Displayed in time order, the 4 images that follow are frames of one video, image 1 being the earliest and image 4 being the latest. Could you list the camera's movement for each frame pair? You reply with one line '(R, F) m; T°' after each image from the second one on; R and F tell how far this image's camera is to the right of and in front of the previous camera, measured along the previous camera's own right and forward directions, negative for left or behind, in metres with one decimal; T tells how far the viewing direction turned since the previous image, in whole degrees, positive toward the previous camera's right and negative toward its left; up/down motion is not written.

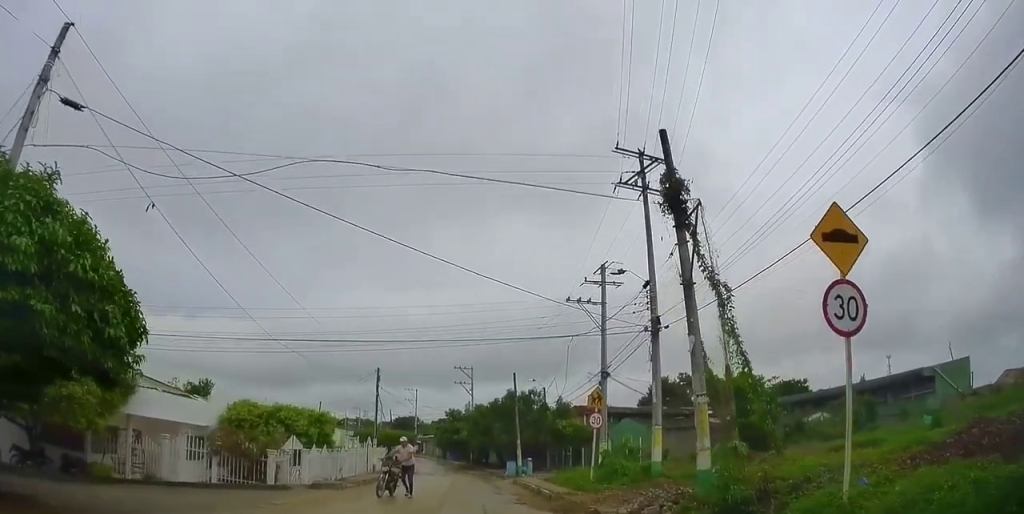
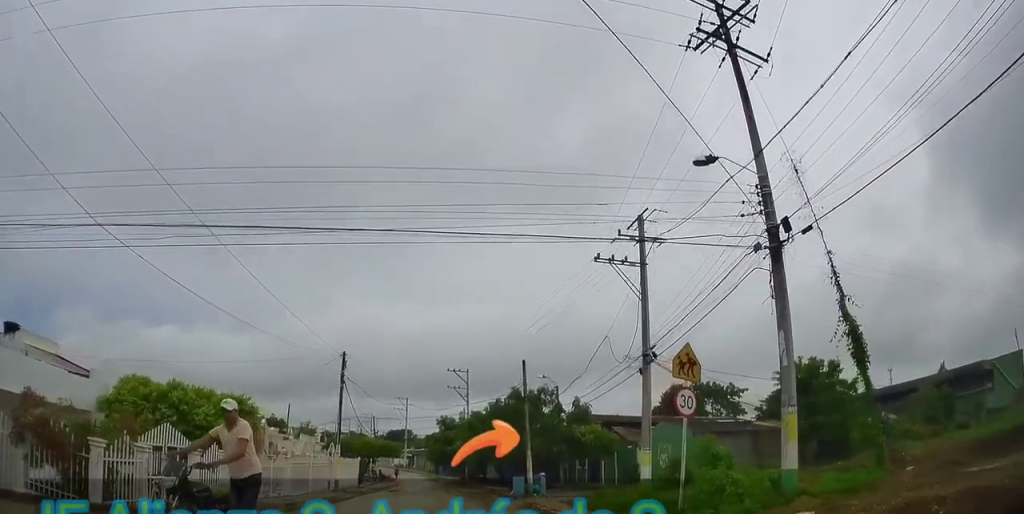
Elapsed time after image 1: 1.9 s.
(-0.7, +7.3) m; -9°
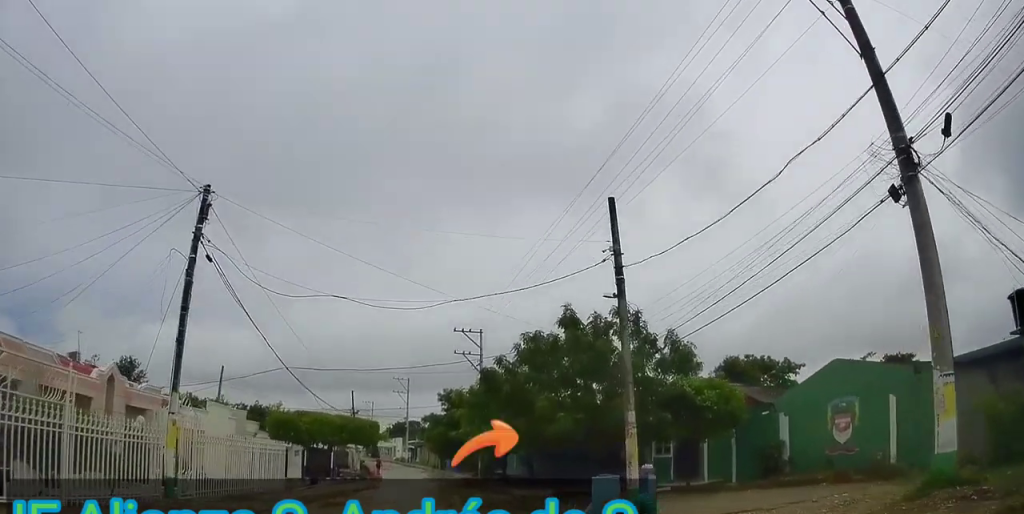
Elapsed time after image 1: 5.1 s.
(-0.1, +13.6) m; 0°
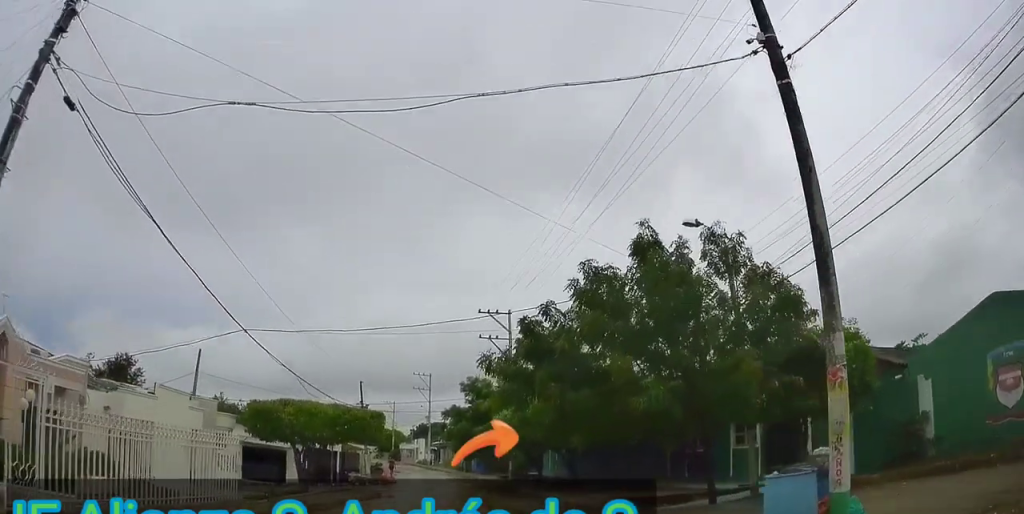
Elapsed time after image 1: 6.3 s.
(0.0, +5.3) m; 0°
